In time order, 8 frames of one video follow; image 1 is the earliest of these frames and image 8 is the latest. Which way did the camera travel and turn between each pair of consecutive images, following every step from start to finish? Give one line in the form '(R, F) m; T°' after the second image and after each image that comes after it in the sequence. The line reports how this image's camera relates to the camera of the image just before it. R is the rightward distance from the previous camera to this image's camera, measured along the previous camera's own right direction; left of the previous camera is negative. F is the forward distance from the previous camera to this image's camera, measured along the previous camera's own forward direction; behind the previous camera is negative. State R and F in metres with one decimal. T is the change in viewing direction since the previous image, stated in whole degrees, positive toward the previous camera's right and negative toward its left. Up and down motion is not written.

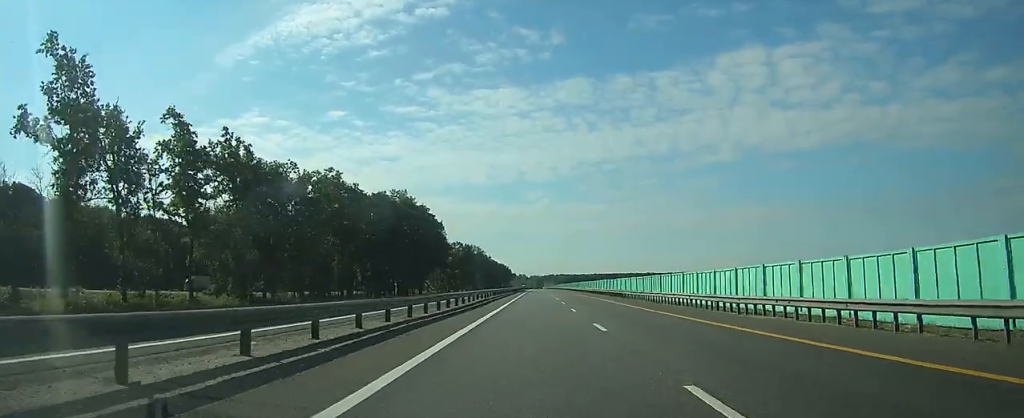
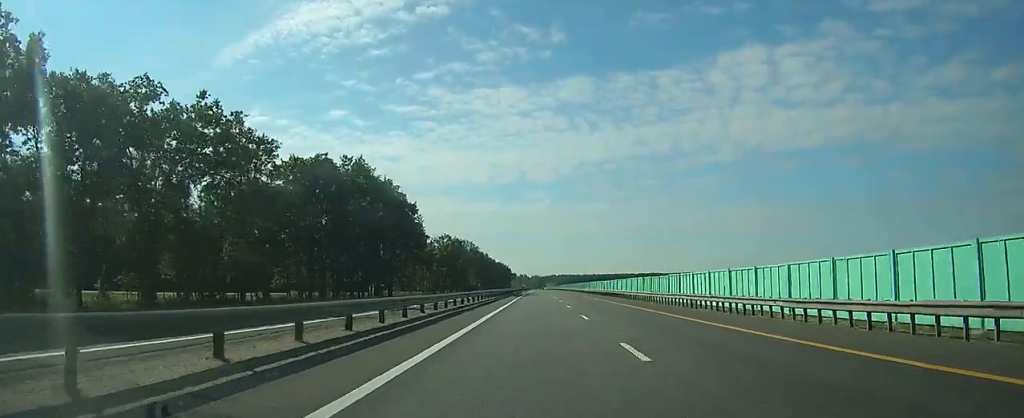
(0.0, +30.7) m; 0°
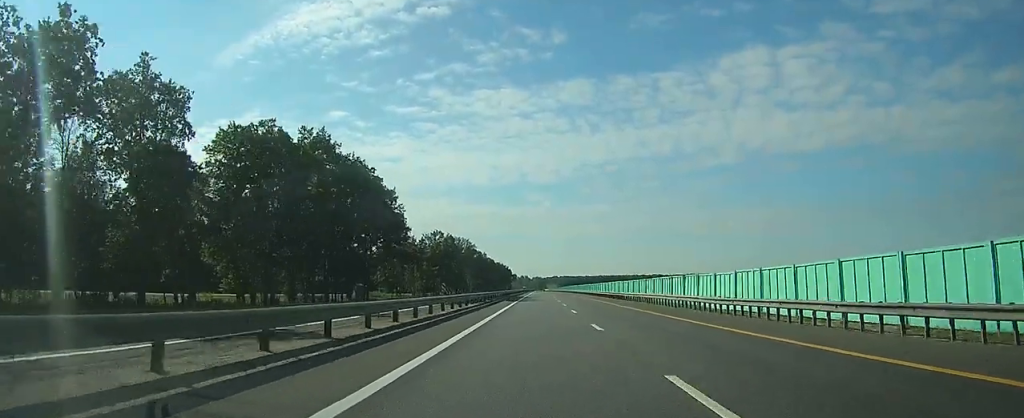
(+0.1, +16.4) m; 0°
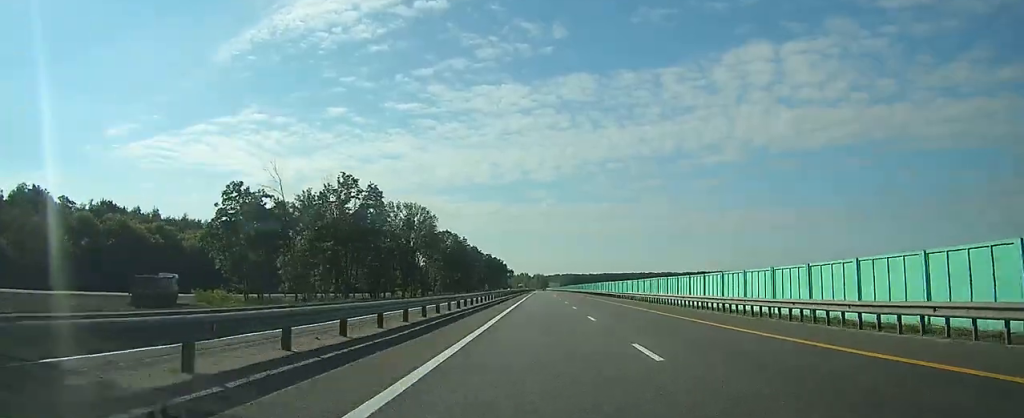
(-0.3, +80.2) m; 0°
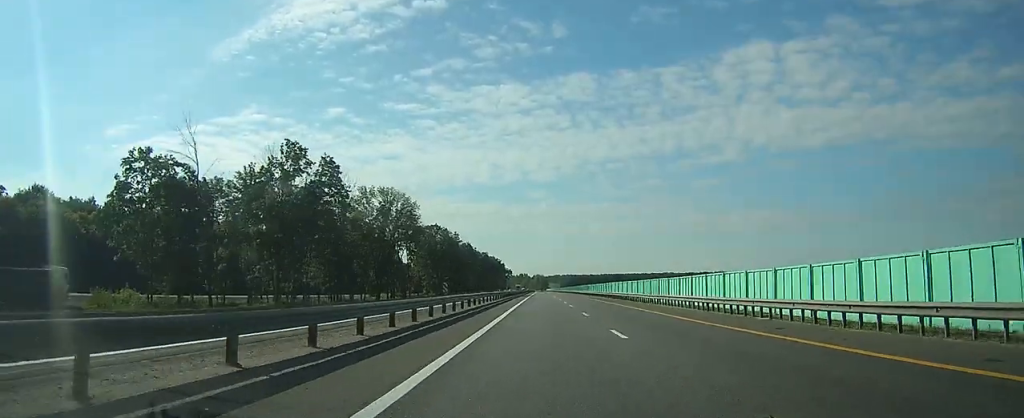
(0.0, +19.8) m; 0°
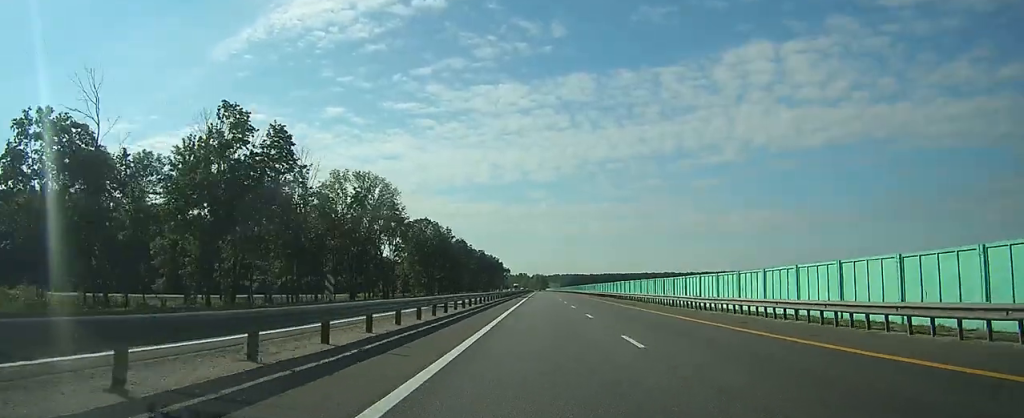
(0.0, +14.3) m; 0°
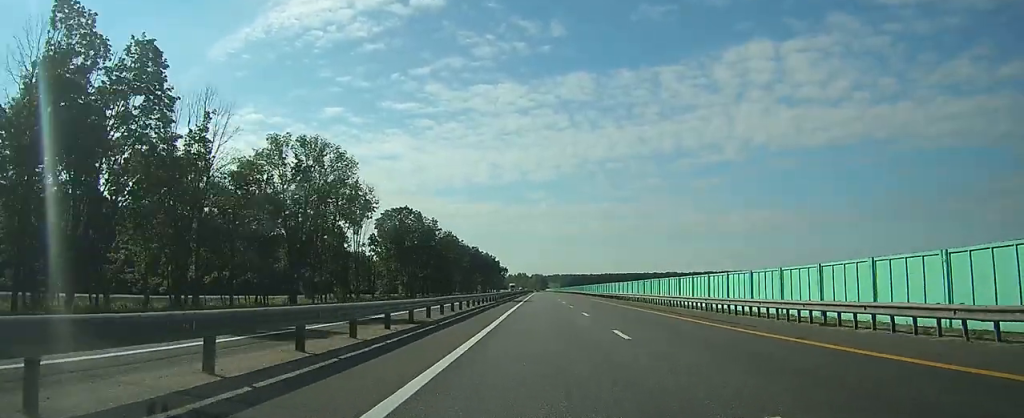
(0.0, +22.1) m; 0°
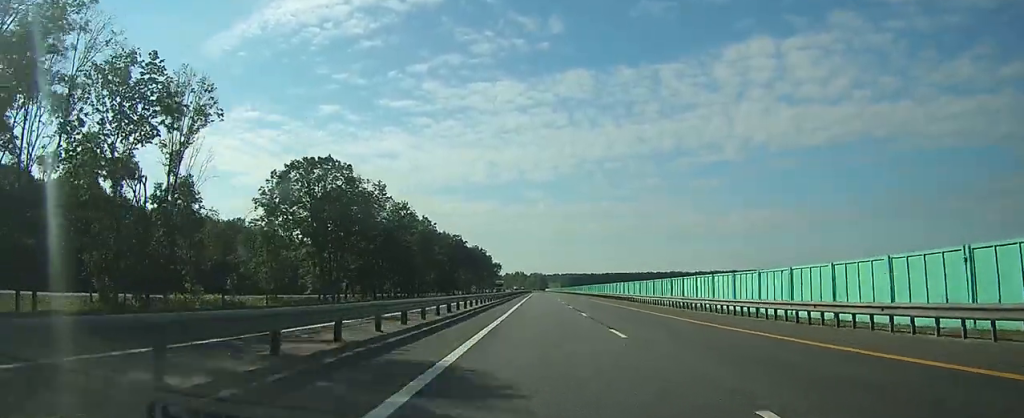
(+0.1, +48.9) m; 0°
